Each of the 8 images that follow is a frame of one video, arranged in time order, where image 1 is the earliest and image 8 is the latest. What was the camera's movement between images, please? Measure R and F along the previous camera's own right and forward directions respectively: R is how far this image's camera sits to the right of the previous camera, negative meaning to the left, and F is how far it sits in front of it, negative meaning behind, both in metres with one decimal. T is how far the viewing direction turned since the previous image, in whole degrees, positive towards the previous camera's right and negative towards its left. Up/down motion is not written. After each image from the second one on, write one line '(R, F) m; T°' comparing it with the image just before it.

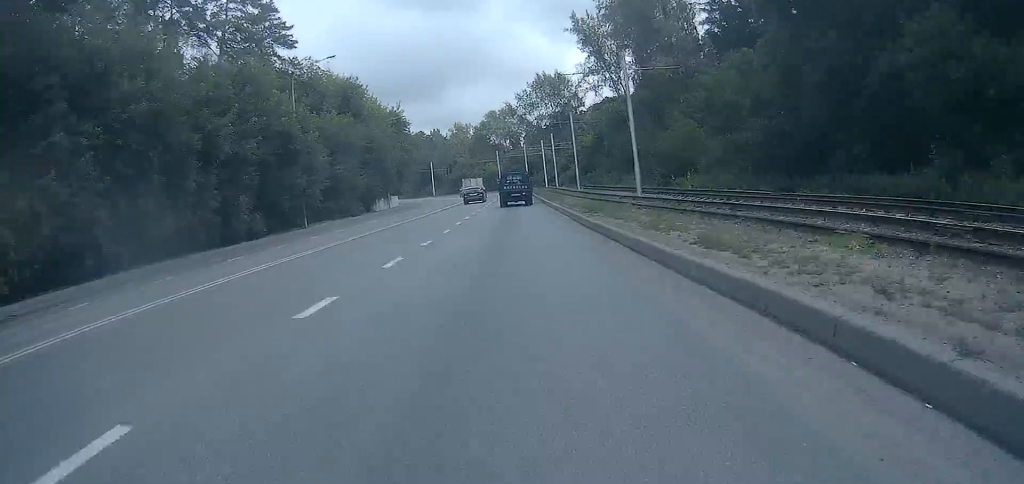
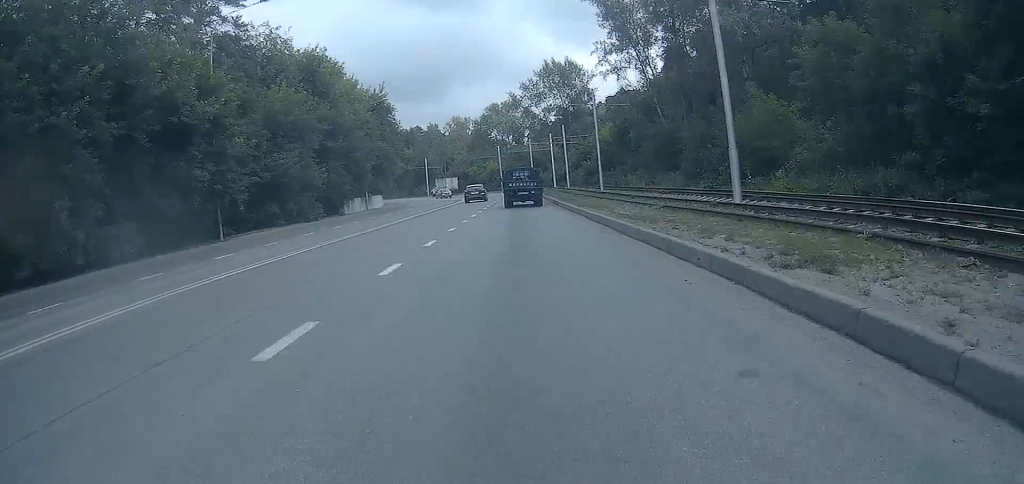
(0.0, +13.9) m; 0°
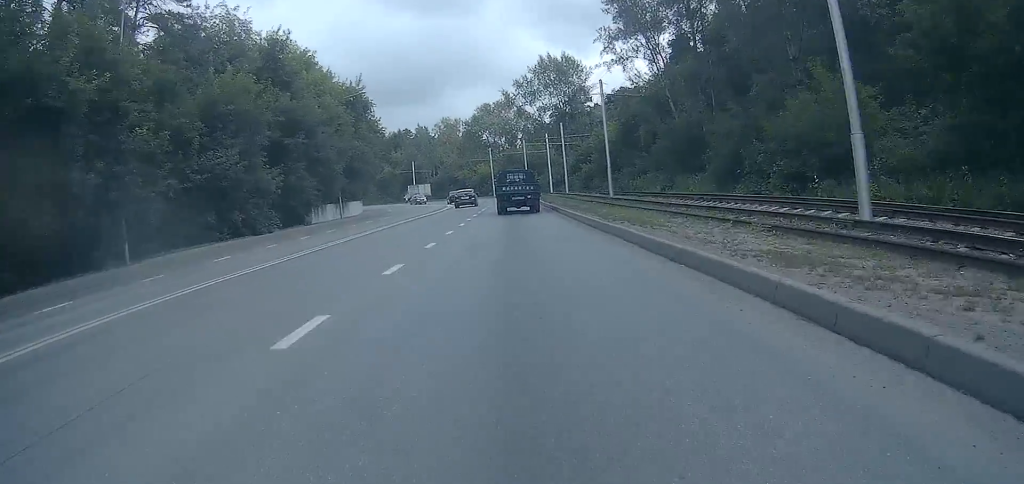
(+0.1, +8.2) m; 0°
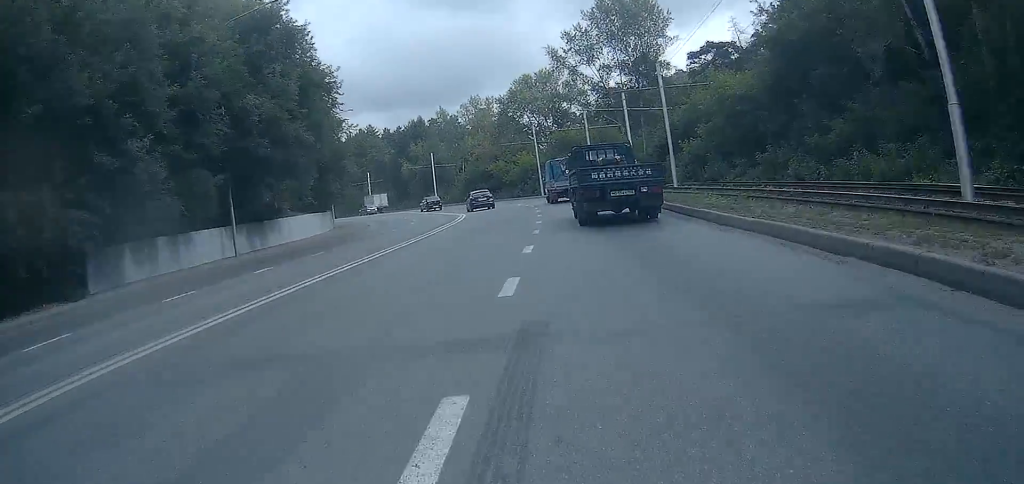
(-0.6, +30.4) m; -3°
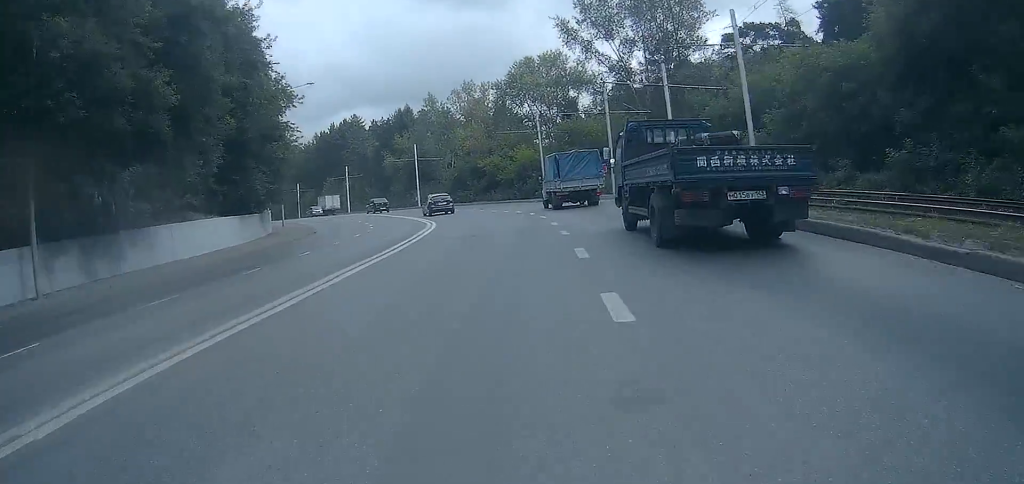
(-0.1, +13.4) m; -2°
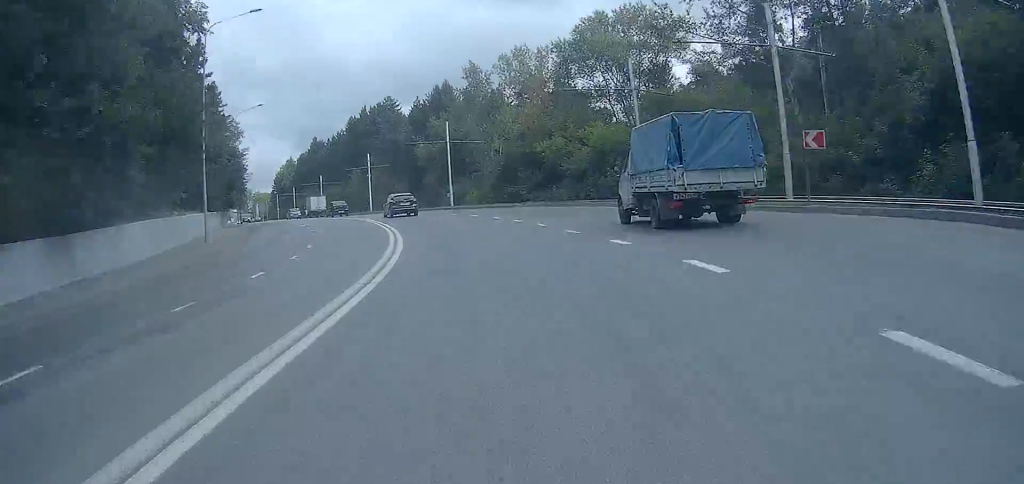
(-1.1, +21.2) m; -6°
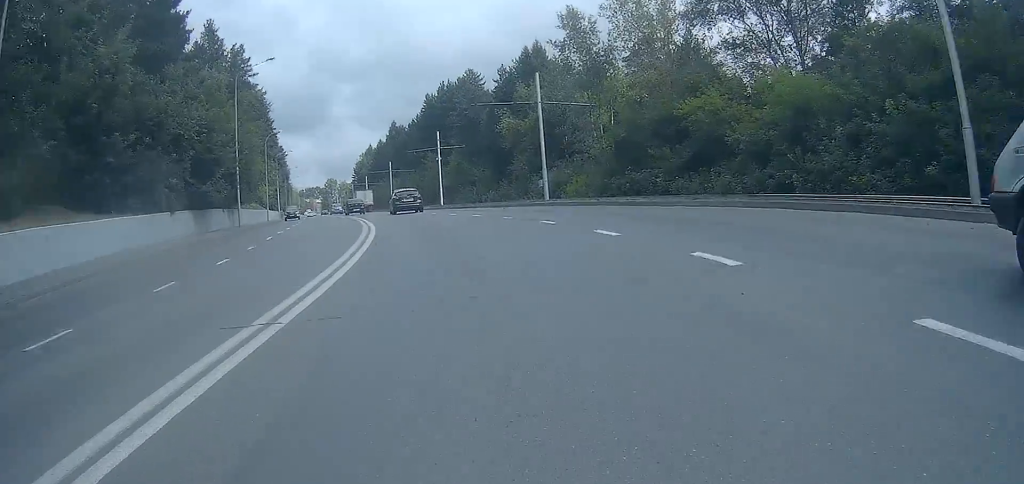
(-0.5, +18.8) m; -7°
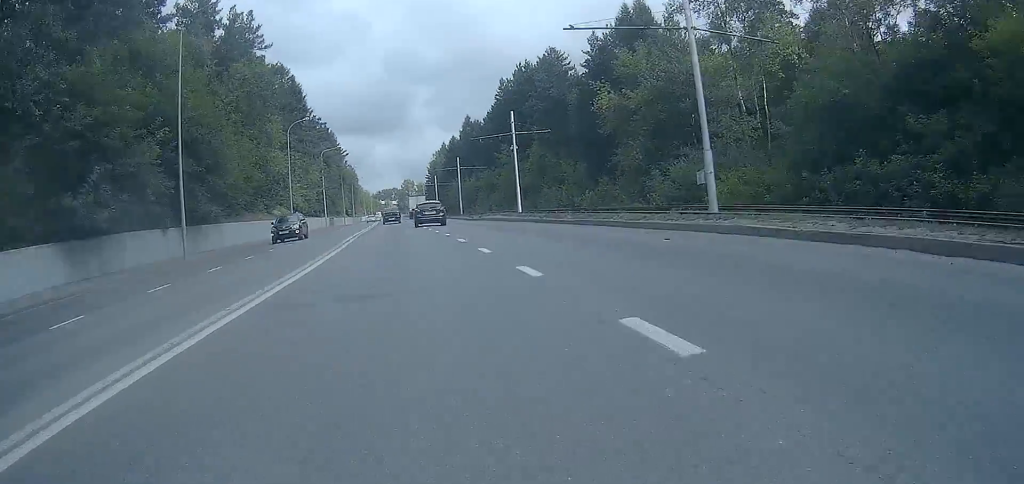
(-2.0, +17.7) m; -10°
